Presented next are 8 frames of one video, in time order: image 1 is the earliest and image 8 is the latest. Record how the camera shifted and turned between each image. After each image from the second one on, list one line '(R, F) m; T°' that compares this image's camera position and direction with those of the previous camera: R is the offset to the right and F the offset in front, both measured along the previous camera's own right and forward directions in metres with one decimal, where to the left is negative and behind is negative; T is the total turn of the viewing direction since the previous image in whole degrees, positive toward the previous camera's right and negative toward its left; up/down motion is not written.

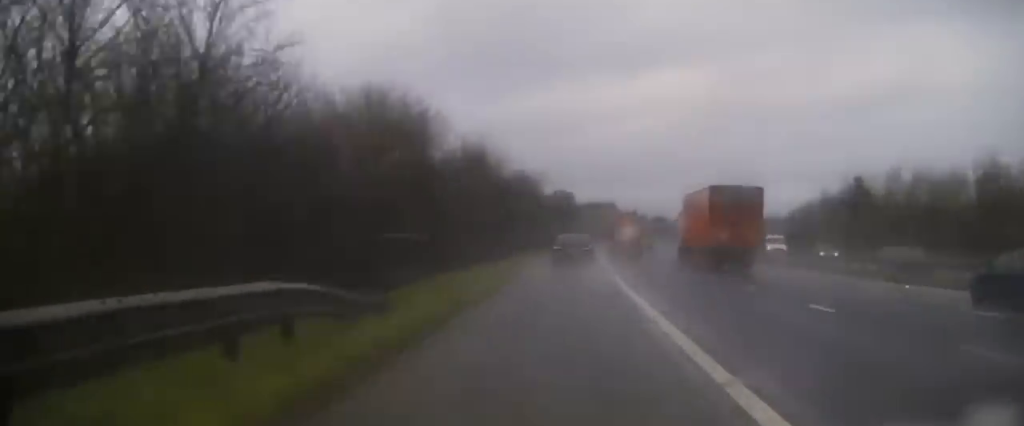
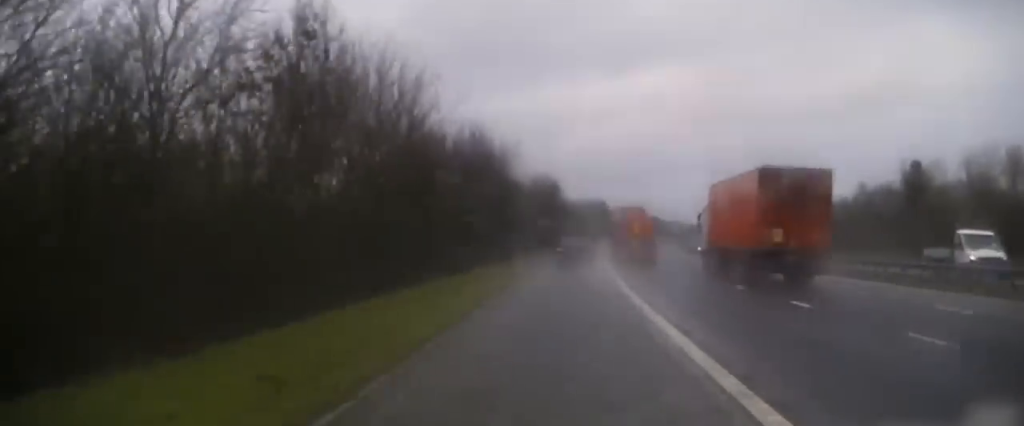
(-0.1, +33.2) m; +1°
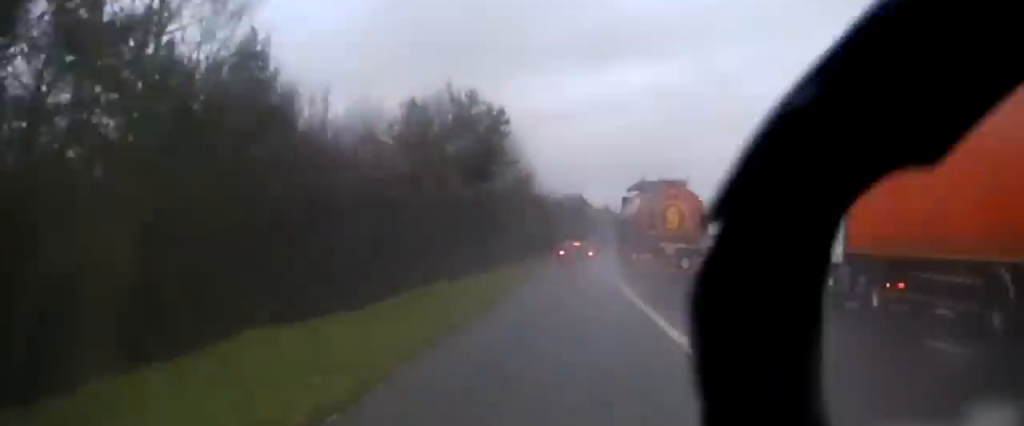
(+1.2, +61.6) m; +1°
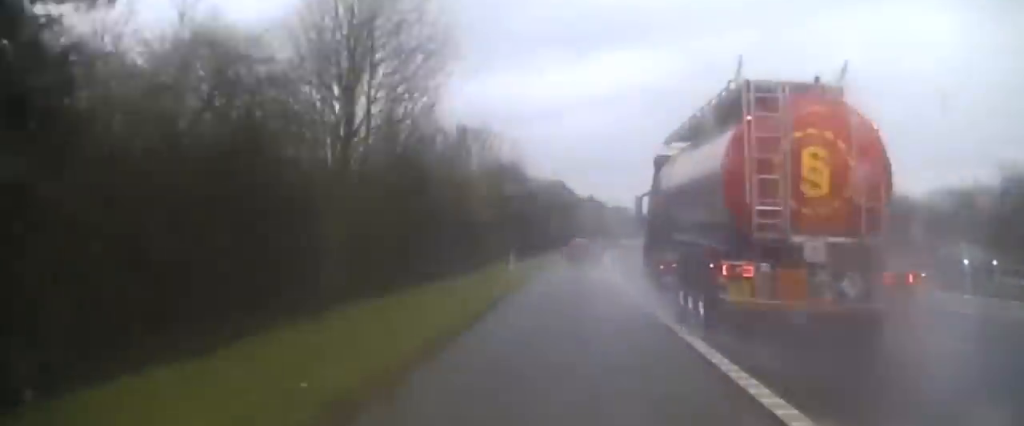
(0.0, +44.1) m; +1°
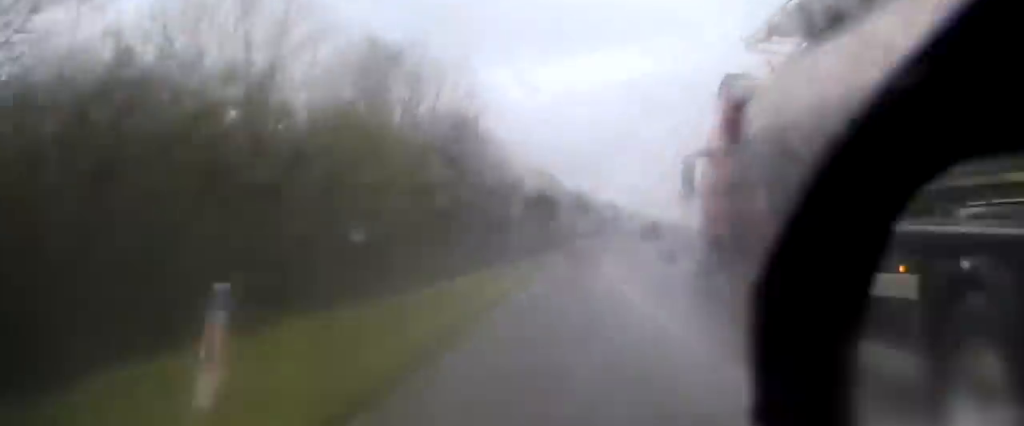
(-0.2, +27.4) m; +1°
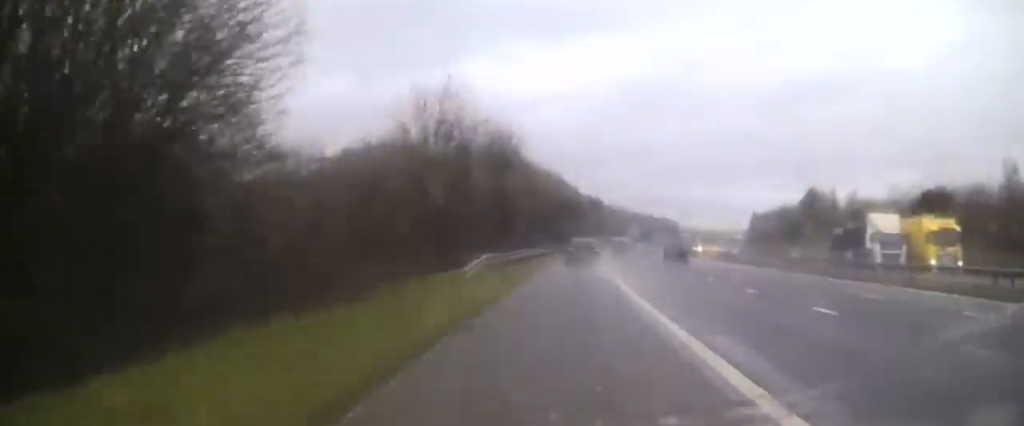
(+1.1, +45.2) m; +2°
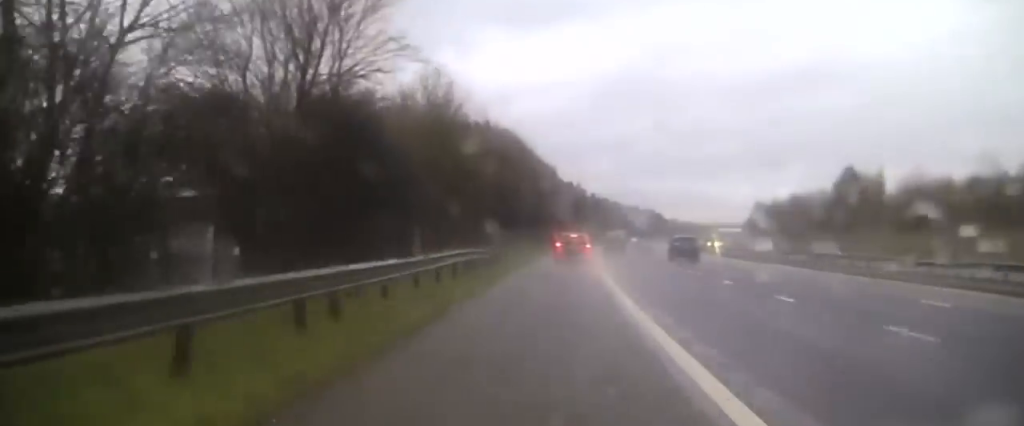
(+0.6, +41.9) m; +1°
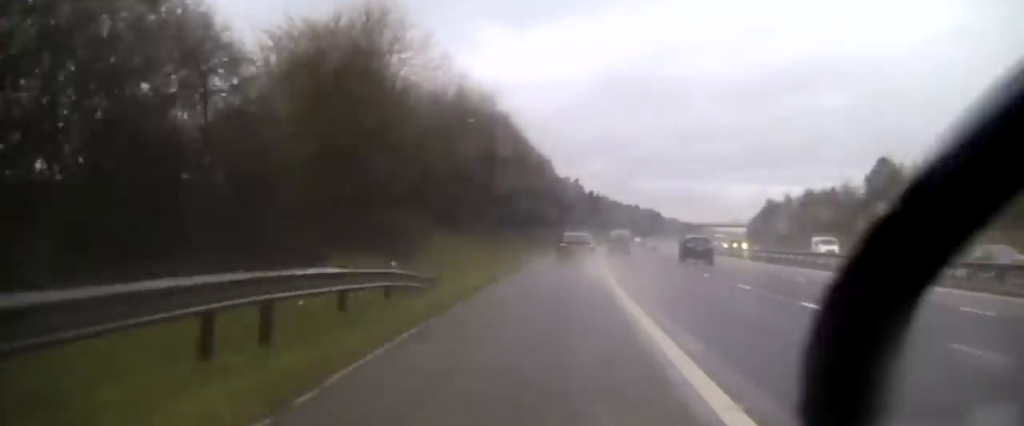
(-0.1, +20.7) m; 0°
